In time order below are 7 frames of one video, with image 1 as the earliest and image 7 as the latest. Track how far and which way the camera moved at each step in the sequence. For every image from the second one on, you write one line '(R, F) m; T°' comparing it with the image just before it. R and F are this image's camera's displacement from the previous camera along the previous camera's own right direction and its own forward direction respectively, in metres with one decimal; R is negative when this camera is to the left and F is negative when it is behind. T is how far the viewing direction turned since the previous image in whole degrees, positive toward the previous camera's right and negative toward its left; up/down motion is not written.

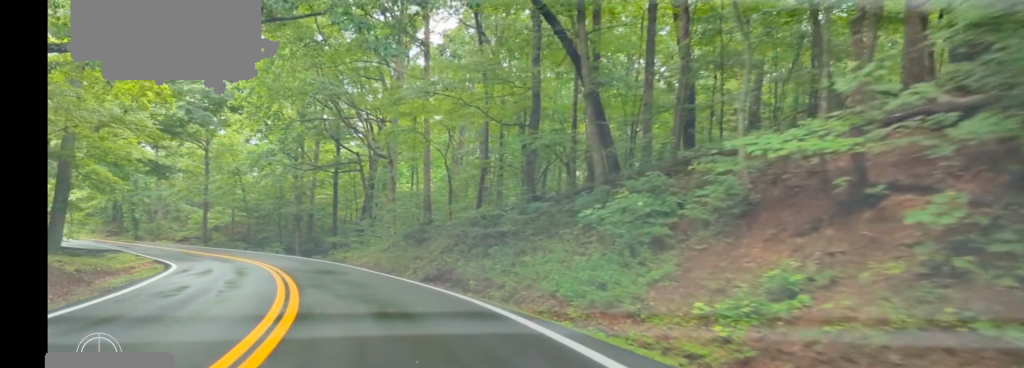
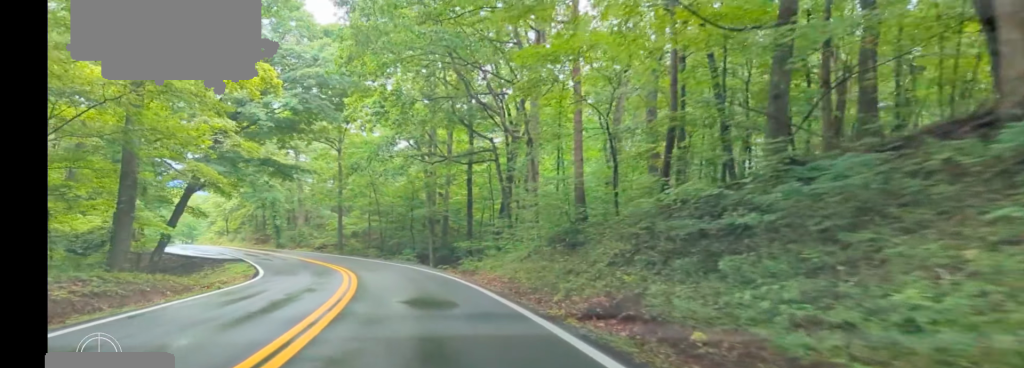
(-1.1, +10.2) m; -10°
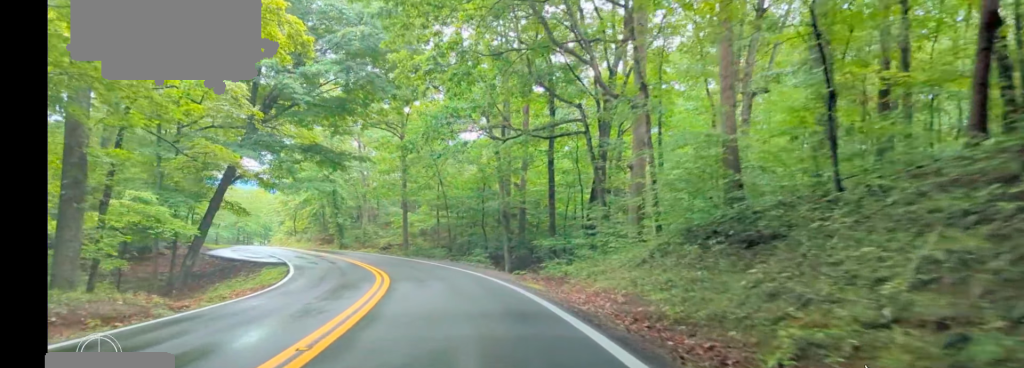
(-0.3, +8.7) m; -8°
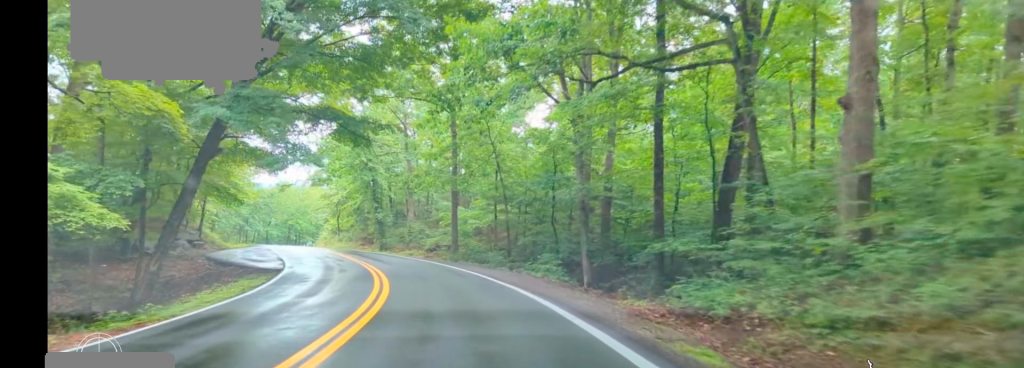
(-1.2, +11.5) m; -6°
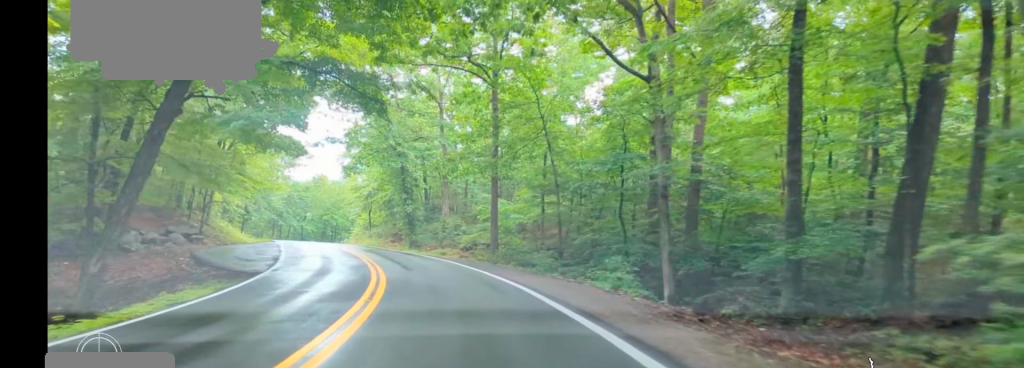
(+0.1, +7.9) m; -3°
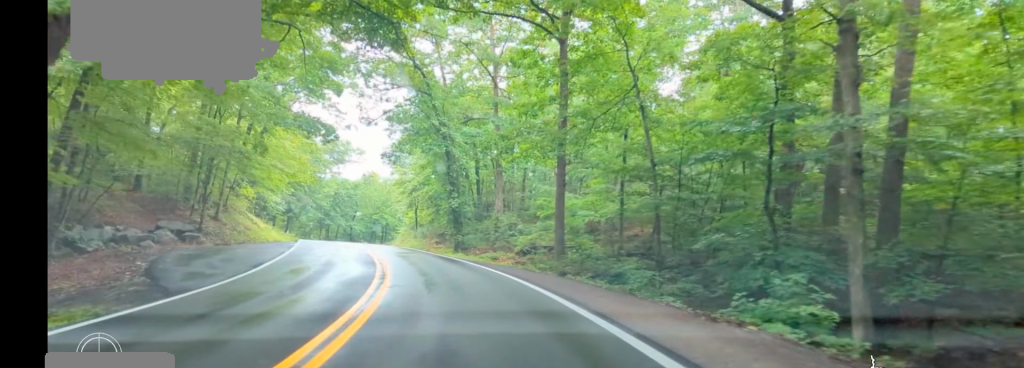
(-0.4, +8.5) m; -5°
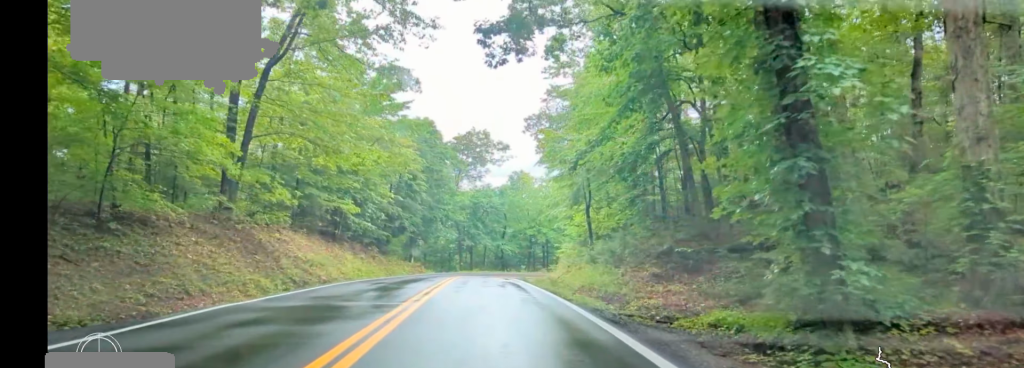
(-3.9, +31.4) m; -12°
